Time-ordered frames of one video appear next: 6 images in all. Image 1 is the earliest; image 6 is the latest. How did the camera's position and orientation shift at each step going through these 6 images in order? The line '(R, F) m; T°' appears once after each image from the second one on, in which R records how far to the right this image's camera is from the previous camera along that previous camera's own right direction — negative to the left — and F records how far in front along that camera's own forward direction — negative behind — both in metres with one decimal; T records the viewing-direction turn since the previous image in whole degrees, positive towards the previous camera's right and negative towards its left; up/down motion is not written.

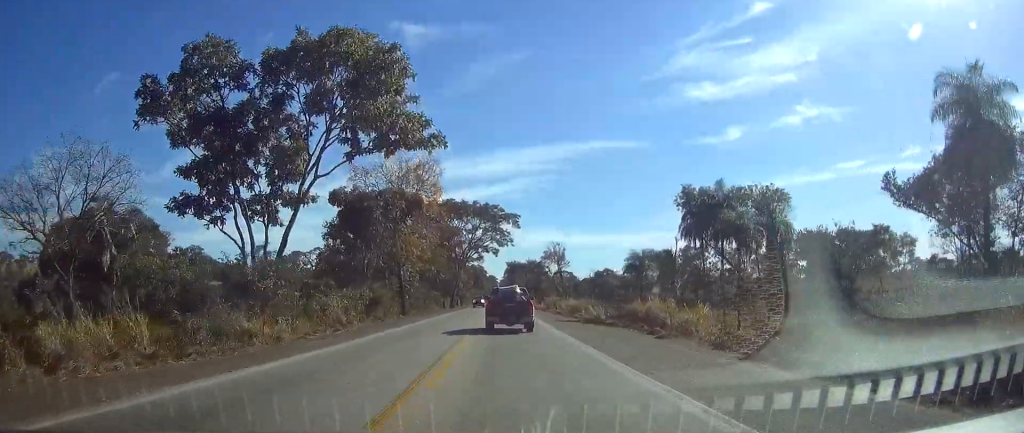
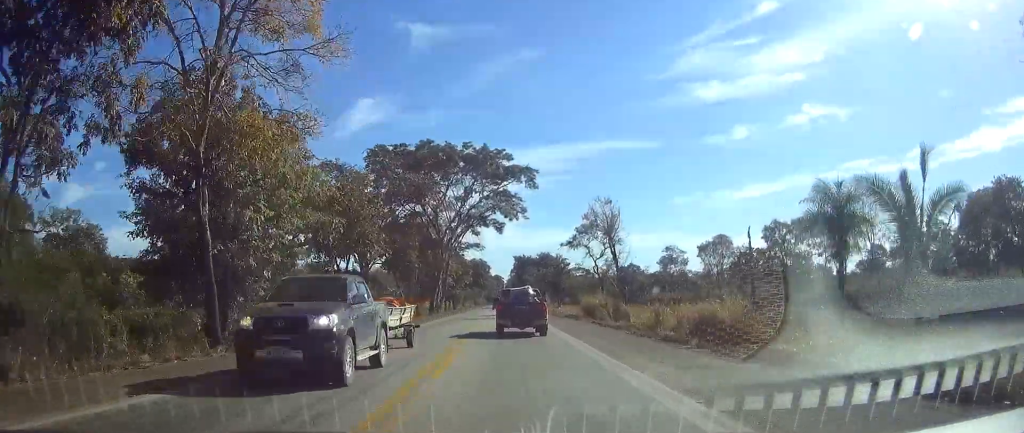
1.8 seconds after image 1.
(-0.2, +46.2) m; 0°
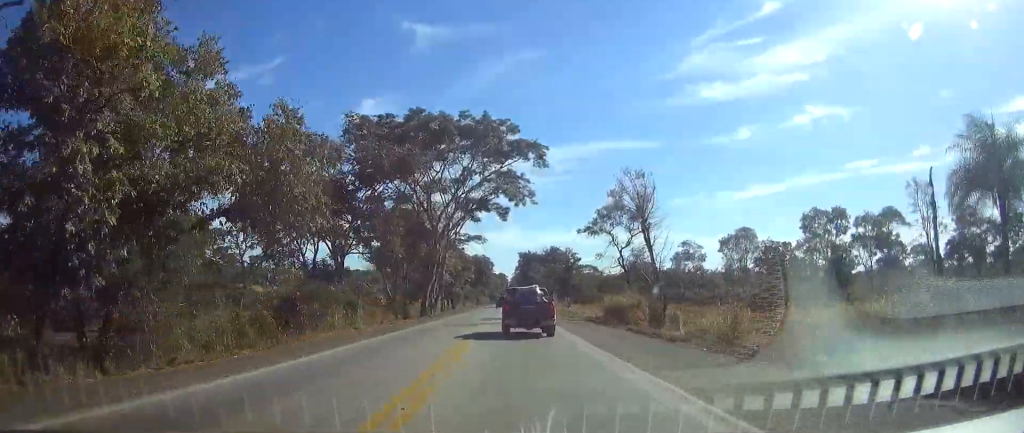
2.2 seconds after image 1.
(0.0, +13.1) m; 0°
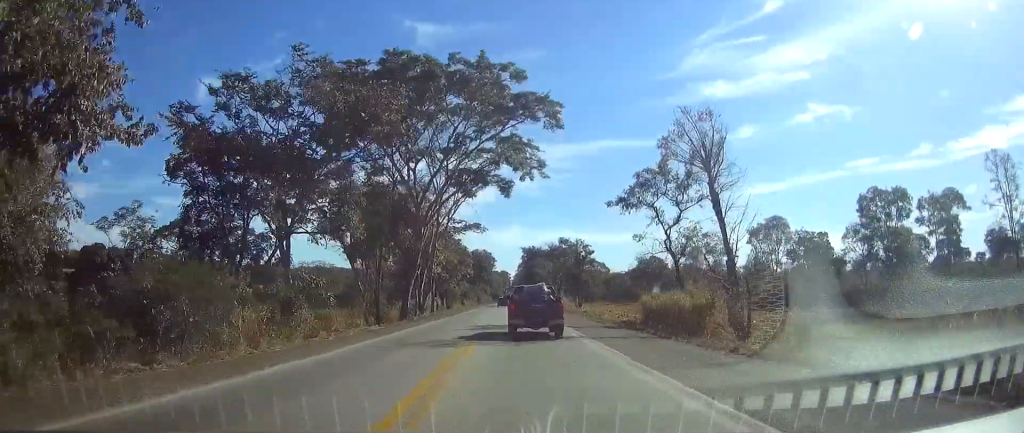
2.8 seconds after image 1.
(+0.1, +15.3) m; 0°
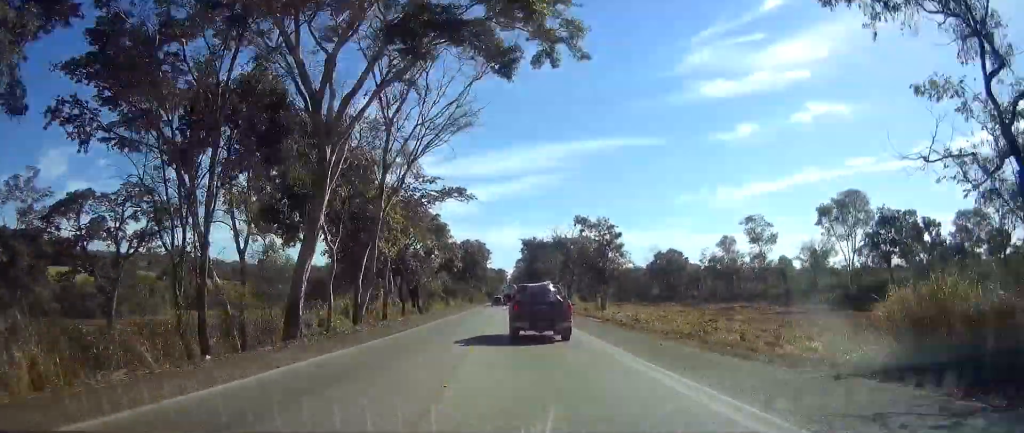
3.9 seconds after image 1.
(-0.2, +30.1) m; 0°
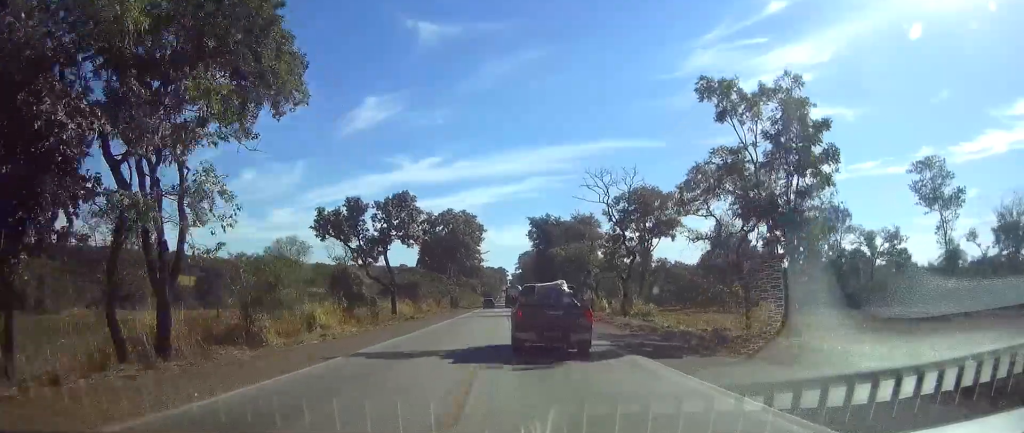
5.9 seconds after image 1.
(0.0, +57.5) m; 0°
